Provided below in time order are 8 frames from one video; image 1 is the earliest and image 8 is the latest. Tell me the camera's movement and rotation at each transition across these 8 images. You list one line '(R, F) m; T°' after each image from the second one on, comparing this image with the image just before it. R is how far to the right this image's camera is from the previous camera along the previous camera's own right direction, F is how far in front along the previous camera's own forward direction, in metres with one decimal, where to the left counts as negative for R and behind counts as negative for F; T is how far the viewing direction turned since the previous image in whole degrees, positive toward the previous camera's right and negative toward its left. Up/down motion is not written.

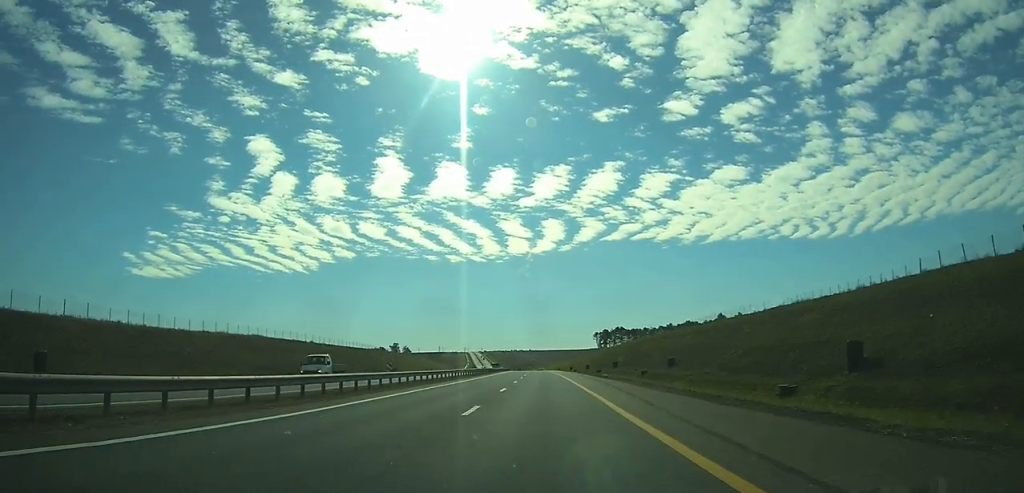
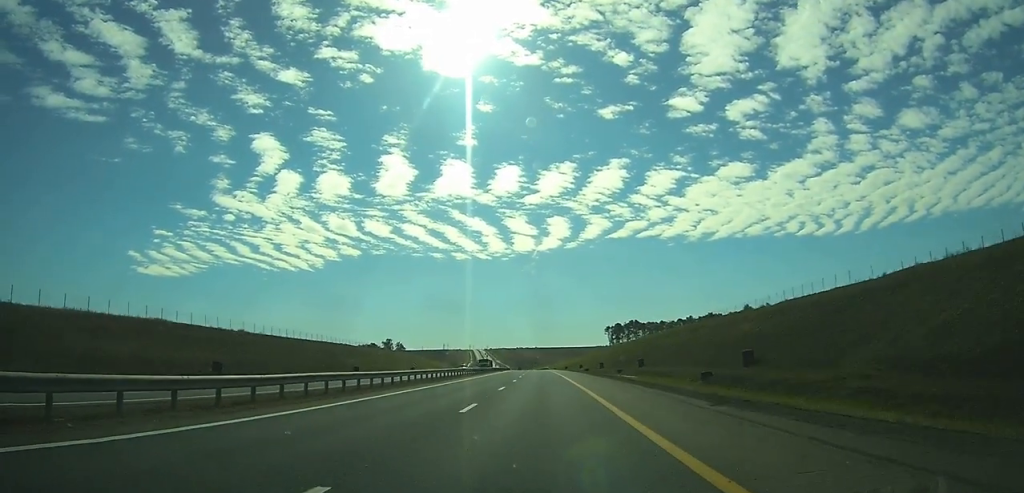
(-0.1, +35.5) m; -1°
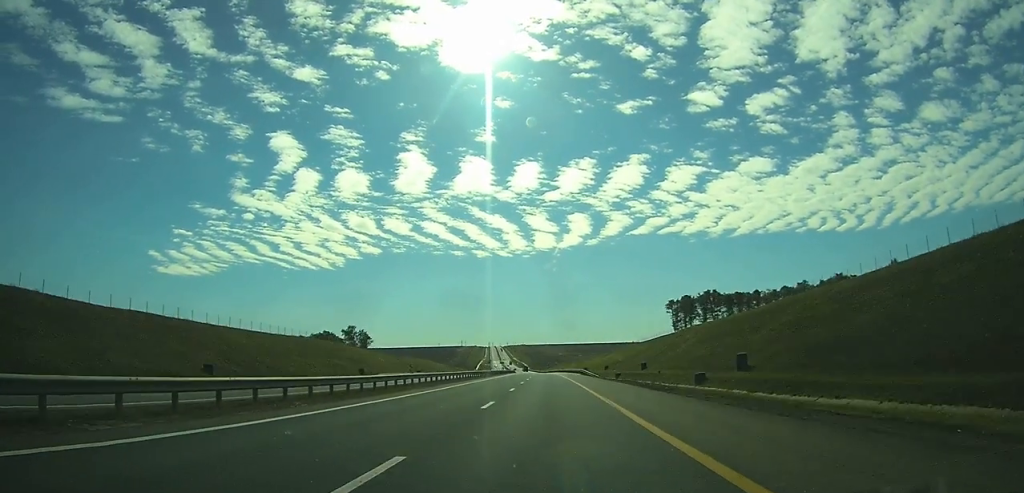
(-2.2, +117.9) m; -2°
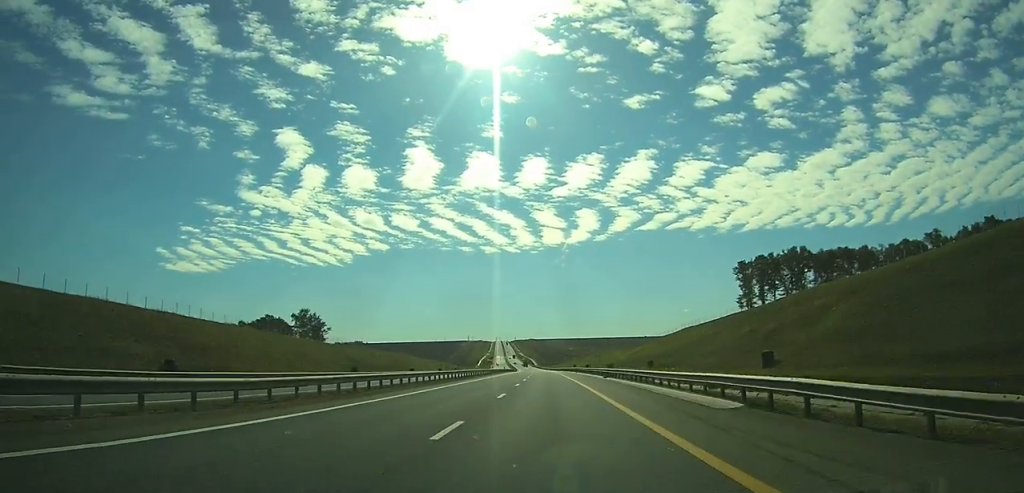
(-0.4, +67.0) m; -1°
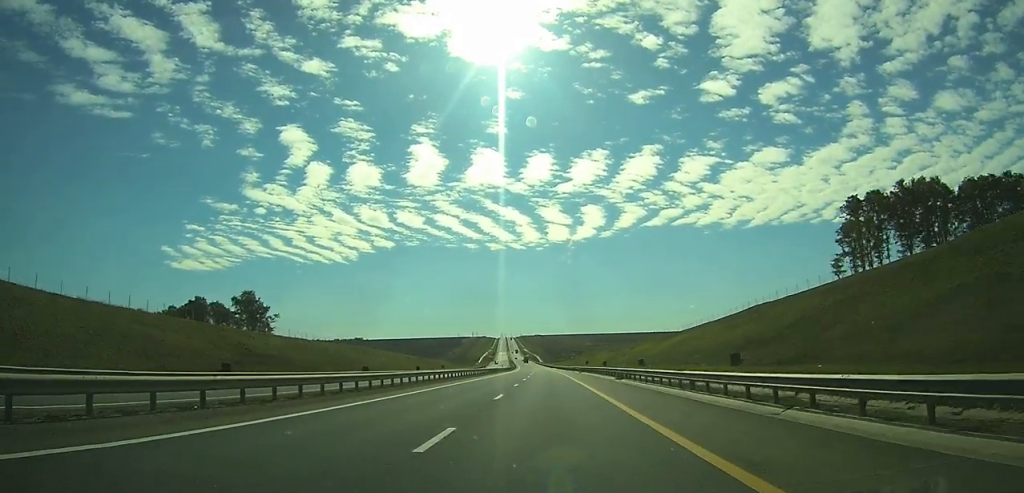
(-0.4, +49.5) m; -1°
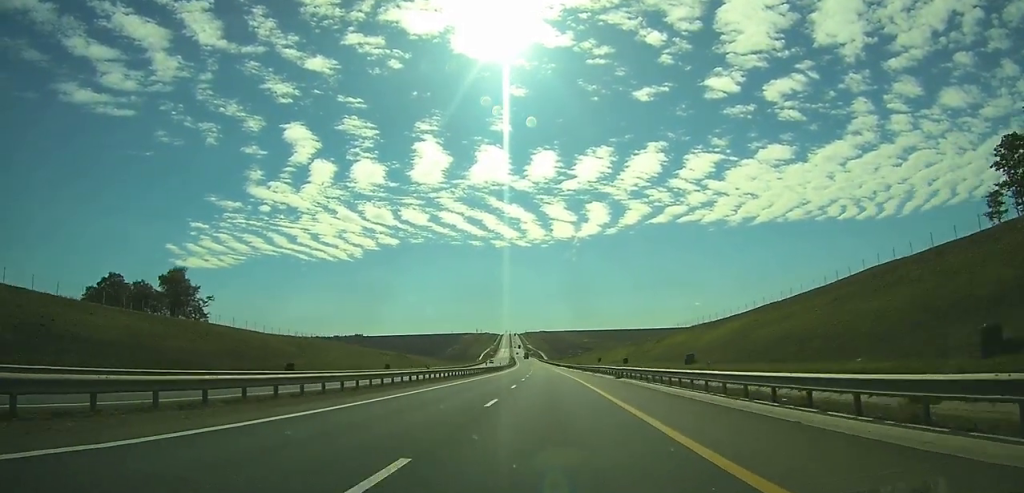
(-0.2, +39.6) m; -1°
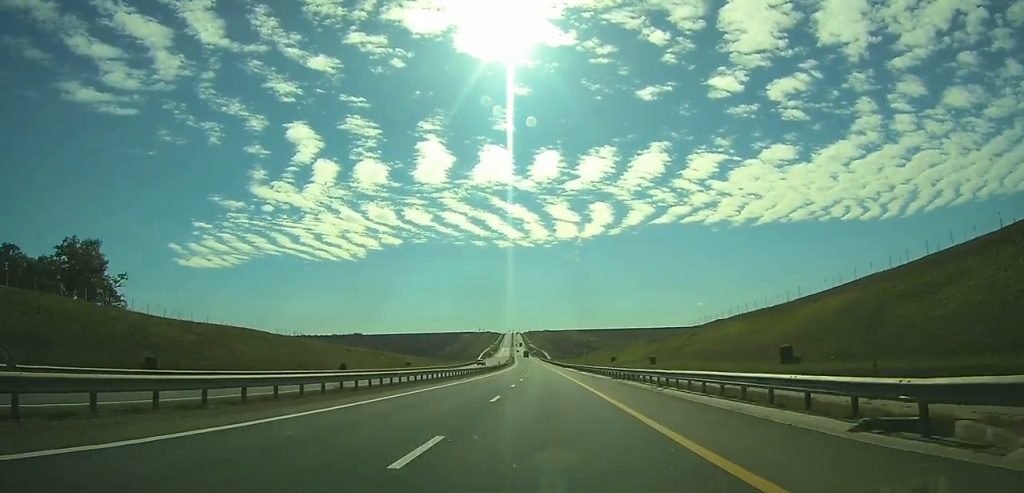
(-0.1, +33.6) m; 0°
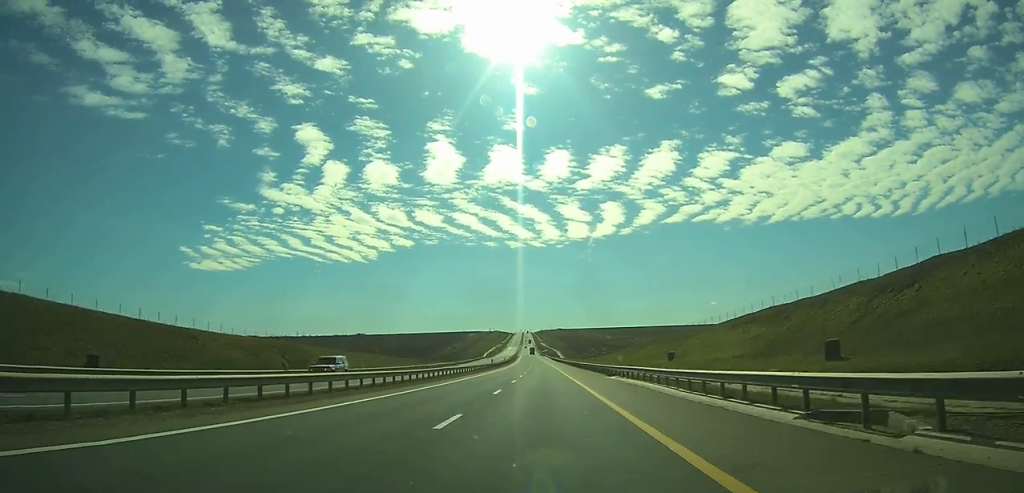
(-0.4, +68.2) m; -1°
